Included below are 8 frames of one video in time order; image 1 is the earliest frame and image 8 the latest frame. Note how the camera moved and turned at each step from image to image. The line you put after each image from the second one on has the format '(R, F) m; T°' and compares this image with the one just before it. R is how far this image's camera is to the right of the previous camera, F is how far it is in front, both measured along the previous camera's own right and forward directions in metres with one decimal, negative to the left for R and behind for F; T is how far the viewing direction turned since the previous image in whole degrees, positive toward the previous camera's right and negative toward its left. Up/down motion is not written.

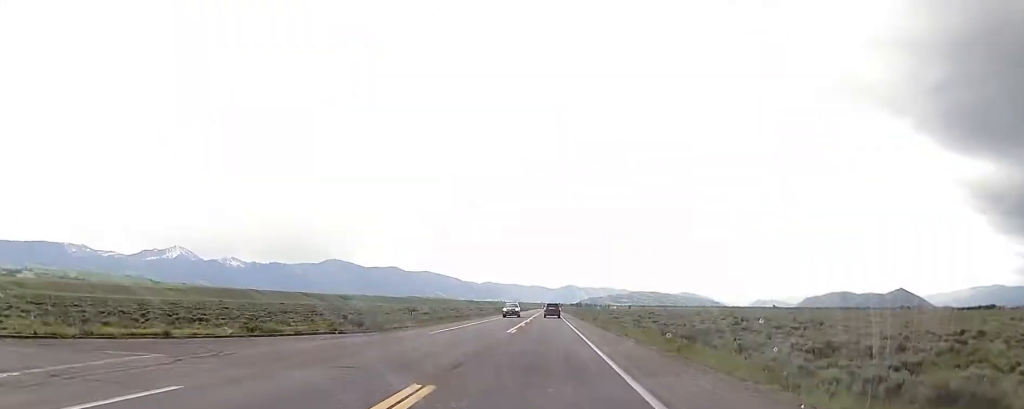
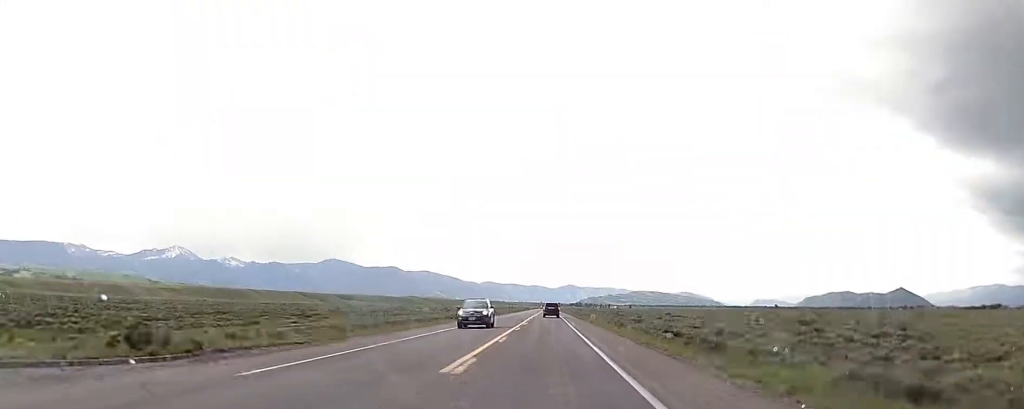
(0.0, +20.2) m; 0°
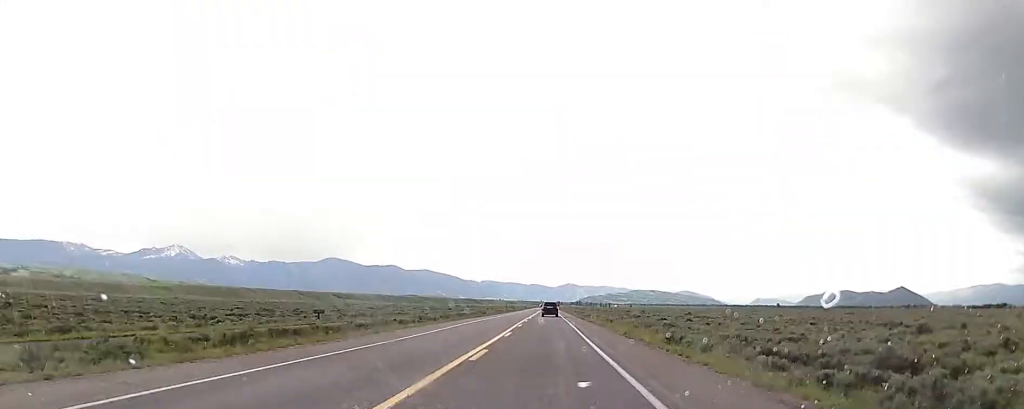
(-0.1, +21.2) m; -1°
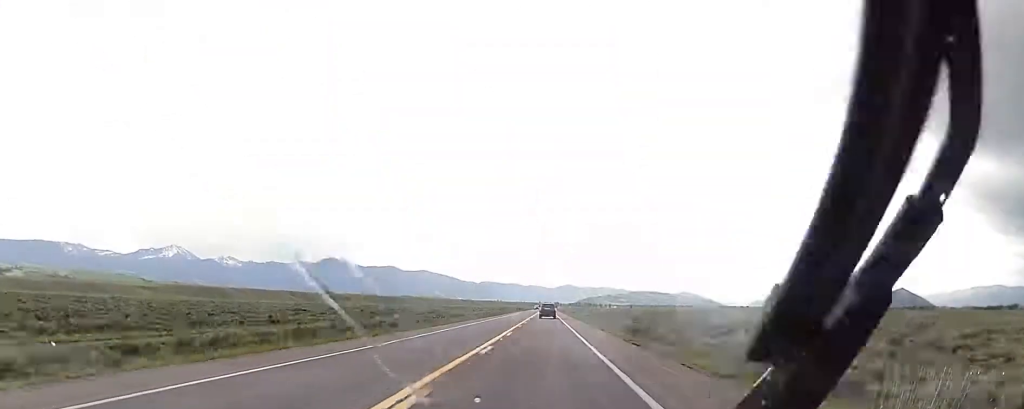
(+0.1, +46.2) m; 0°
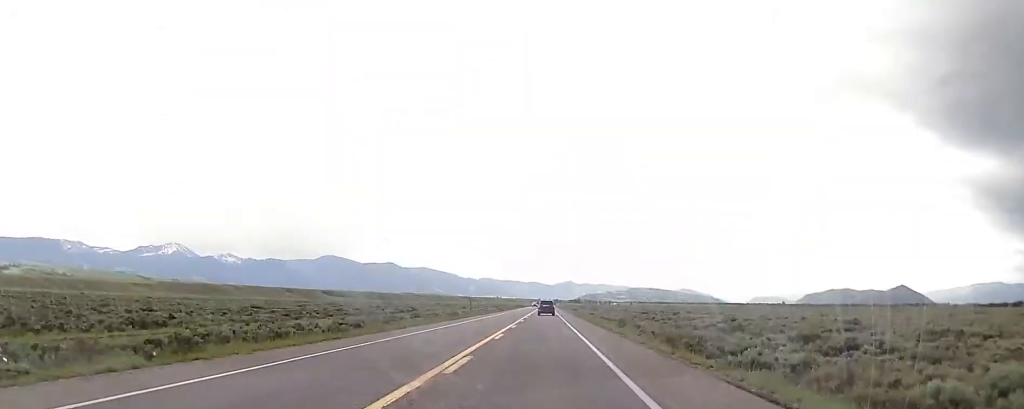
(-0.3, +18.1) m; +1°
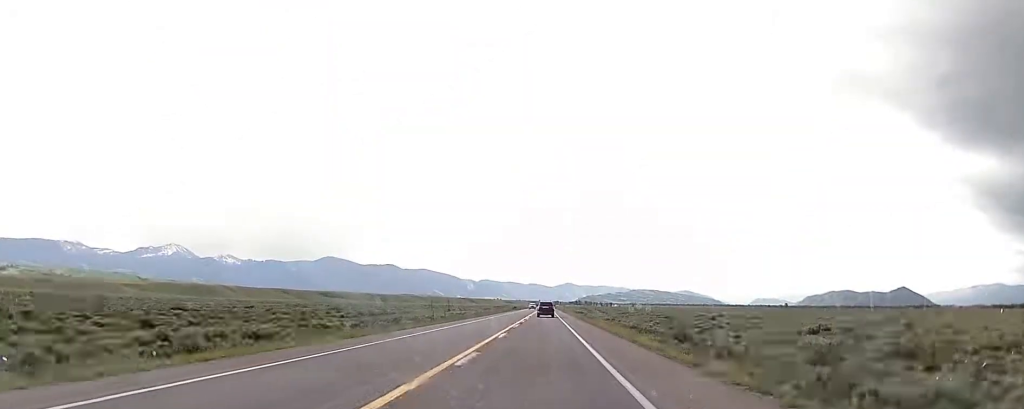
(+0.3, +22.4) m; 0°
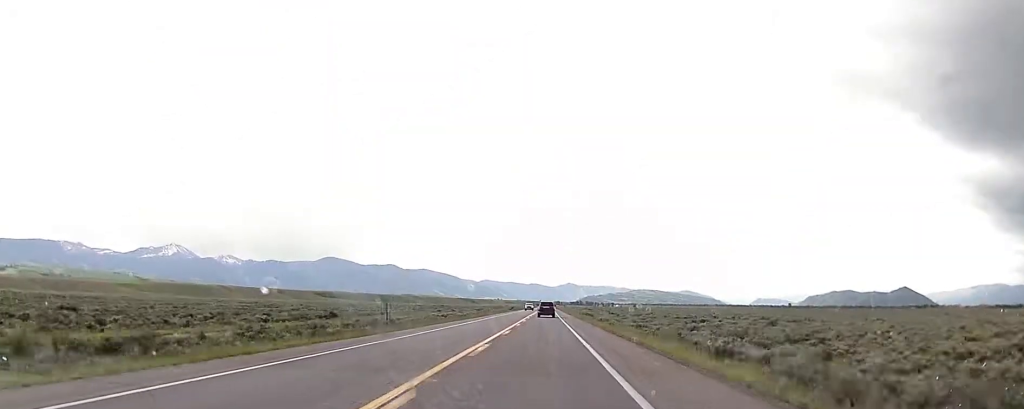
(0.0, +20.8) m; 0°
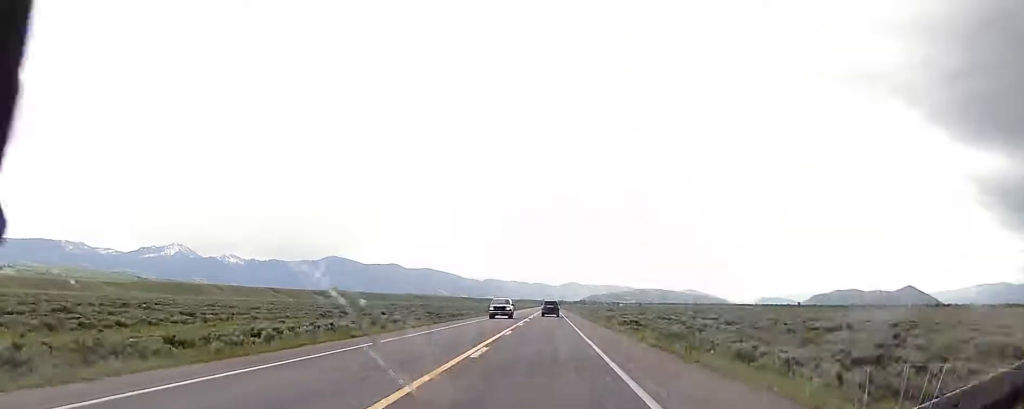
(-0.1, +50.8) m; 0°
